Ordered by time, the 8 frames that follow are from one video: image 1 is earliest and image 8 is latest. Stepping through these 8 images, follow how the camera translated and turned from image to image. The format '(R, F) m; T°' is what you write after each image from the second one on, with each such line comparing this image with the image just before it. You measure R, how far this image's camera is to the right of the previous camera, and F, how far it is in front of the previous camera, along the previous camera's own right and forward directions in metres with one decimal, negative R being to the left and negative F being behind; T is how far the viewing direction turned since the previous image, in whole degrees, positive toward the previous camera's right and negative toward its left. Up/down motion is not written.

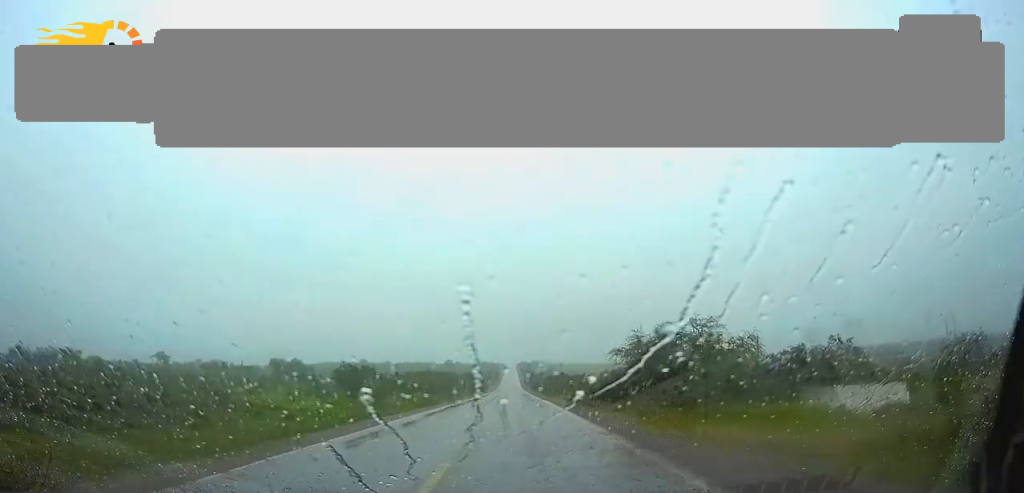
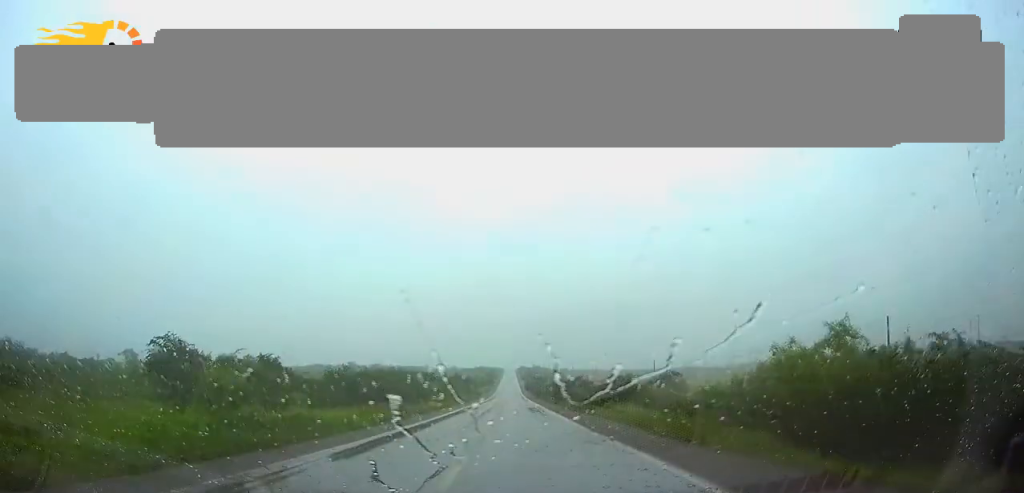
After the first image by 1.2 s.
(-0.1, +34.2) m; 0°
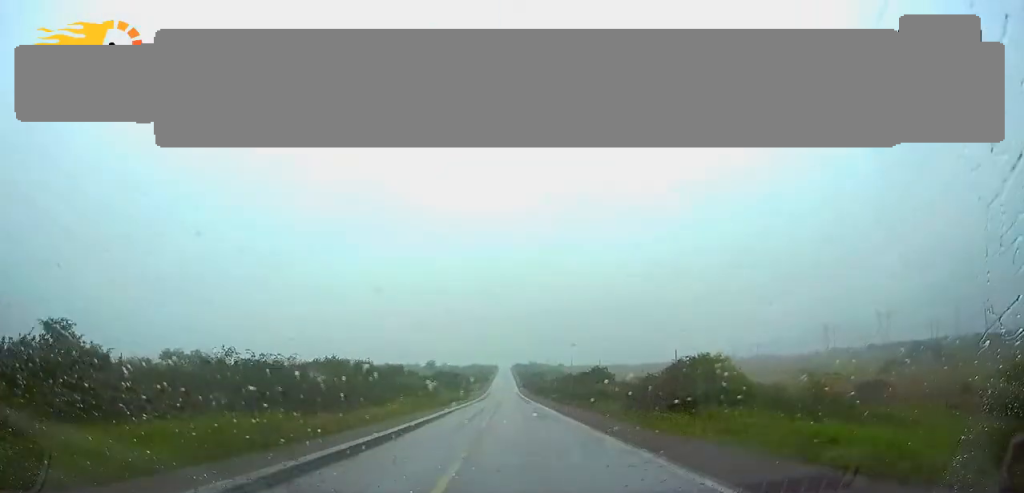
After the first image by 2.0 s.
(+0.2, +24.8) m; +1°
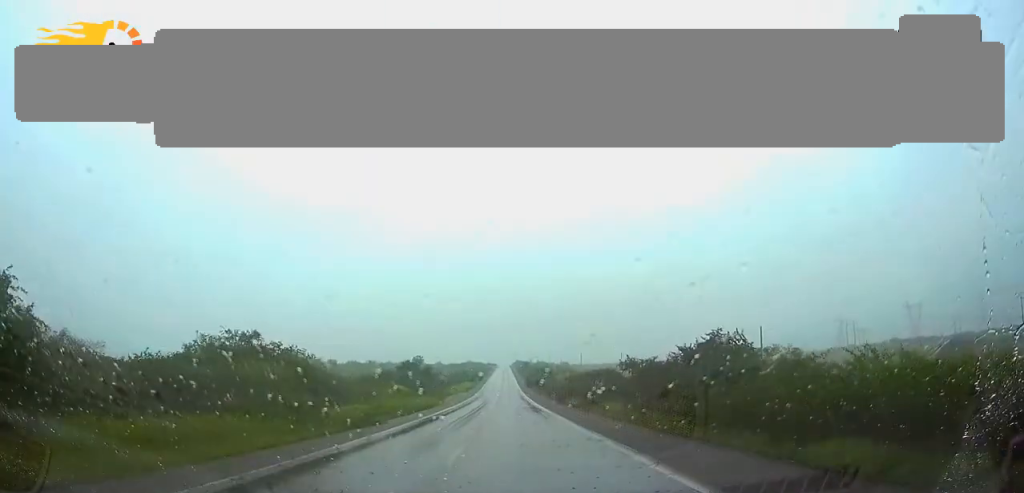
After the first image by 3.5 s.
(0.0, +44.8) m; 0°
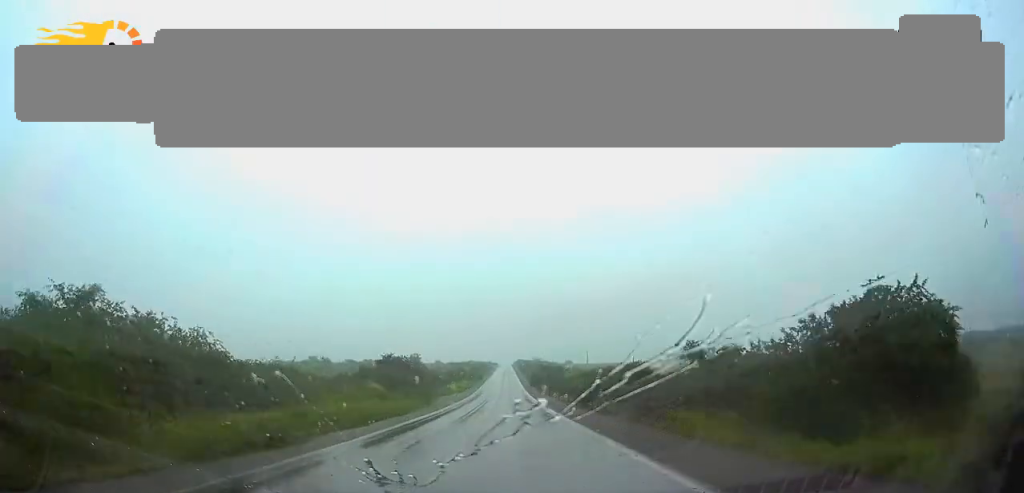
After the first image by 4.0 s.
(0.0, +15.0) m; 0°
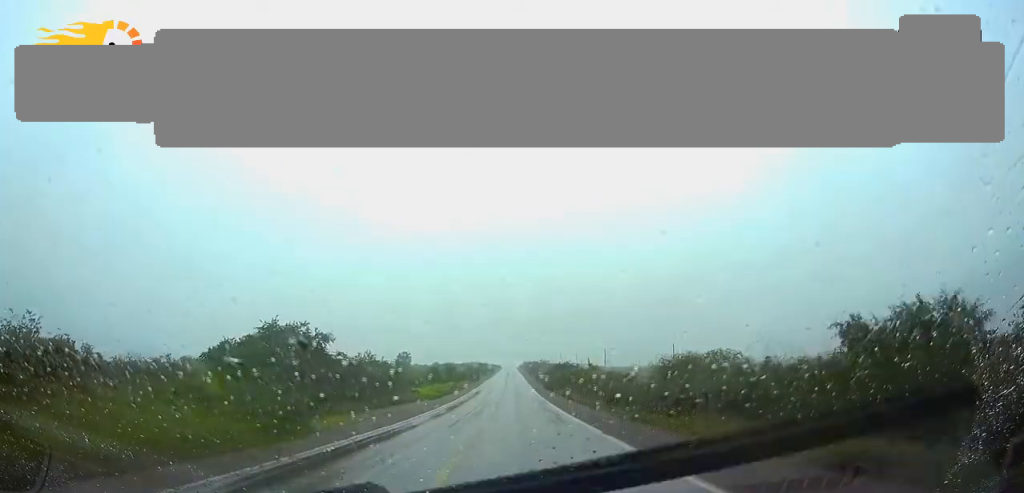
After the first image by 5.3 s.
(0.0, +38.3) m; 0°
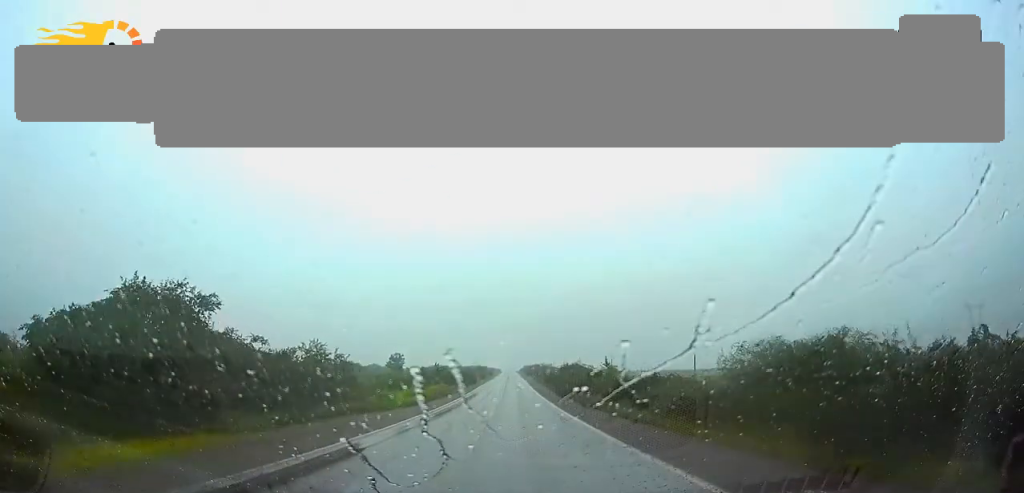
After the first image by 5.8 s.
(0.0, +15.3) m; 0°
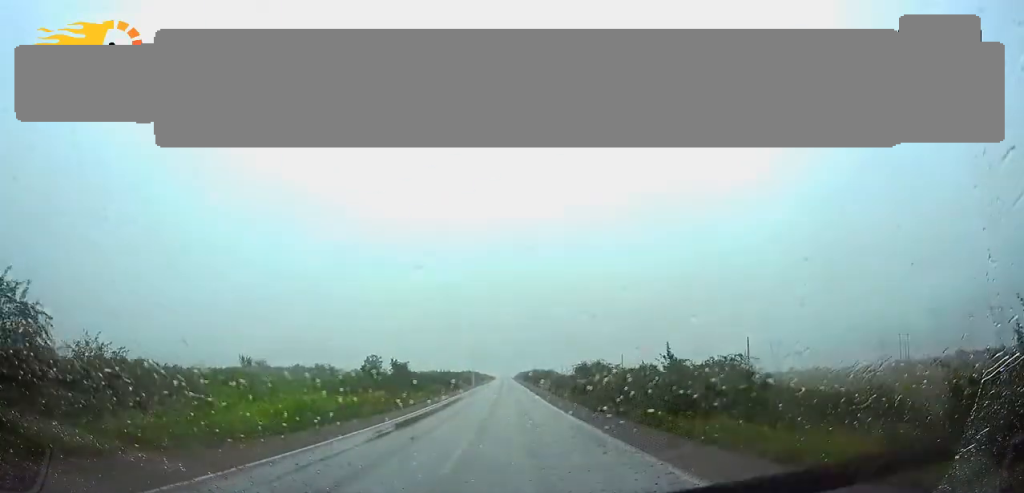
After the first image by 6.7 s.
(+0.1, +29.6) m; 0°
